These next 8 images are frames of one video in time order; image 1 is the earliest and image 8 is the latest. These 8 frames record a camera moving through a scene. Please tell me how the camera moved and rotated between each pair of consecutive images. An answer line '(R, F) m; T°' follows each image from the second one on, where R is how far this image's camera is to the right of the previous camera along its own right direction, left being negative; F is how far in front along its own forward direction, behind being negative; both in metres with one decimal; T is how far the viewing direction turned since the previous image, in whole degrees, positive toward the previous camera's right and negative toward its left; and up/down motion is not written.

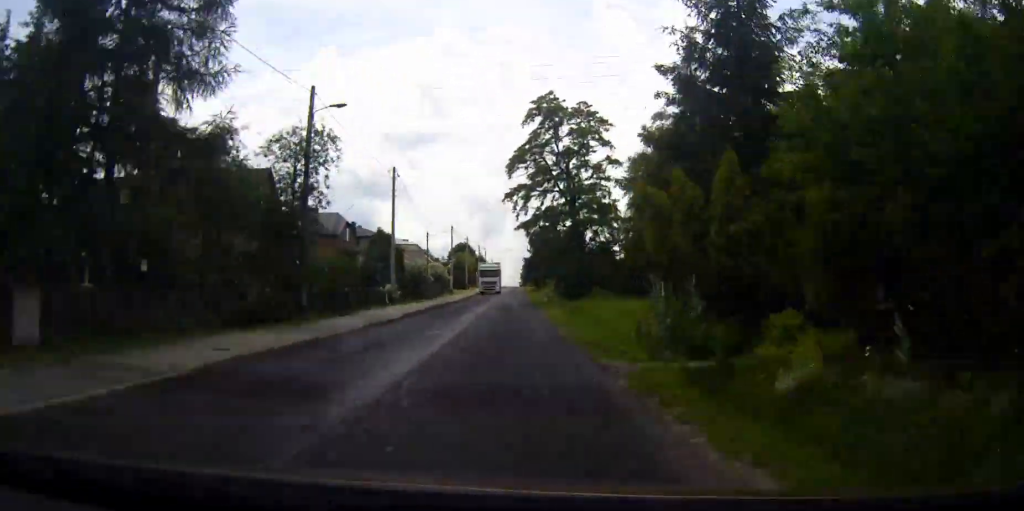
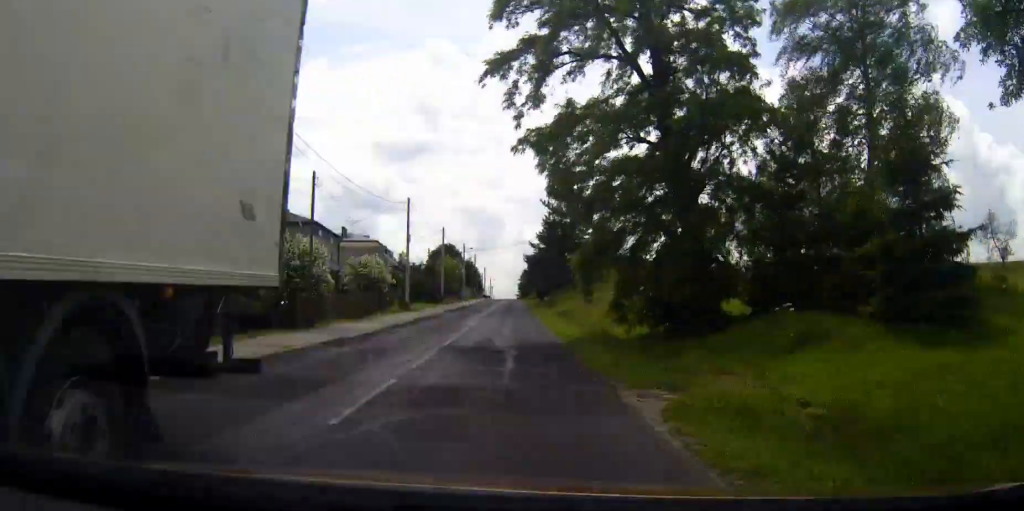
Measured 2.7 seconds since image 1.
(+0.1, +36.7) m; 0°
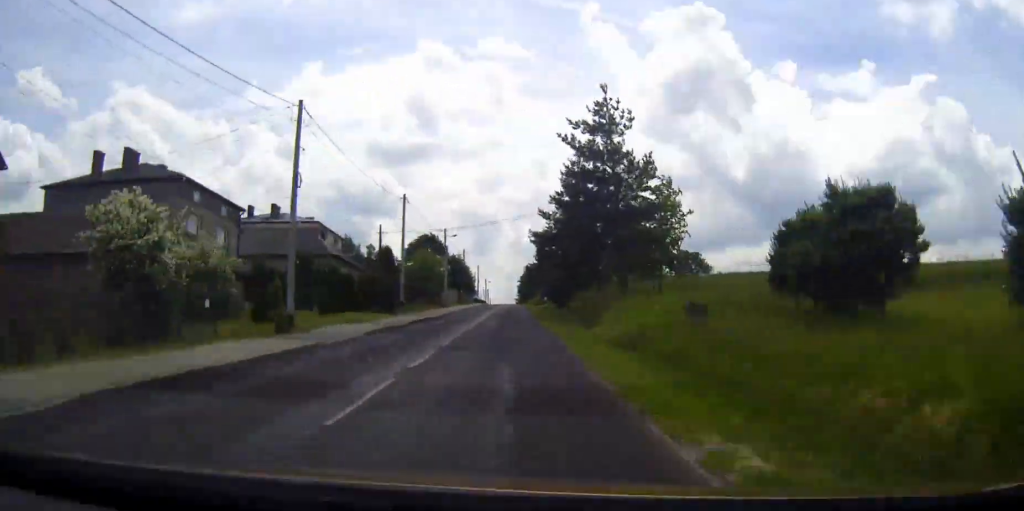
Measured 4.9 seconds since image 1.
(+0.1, +29.8) m; 0°
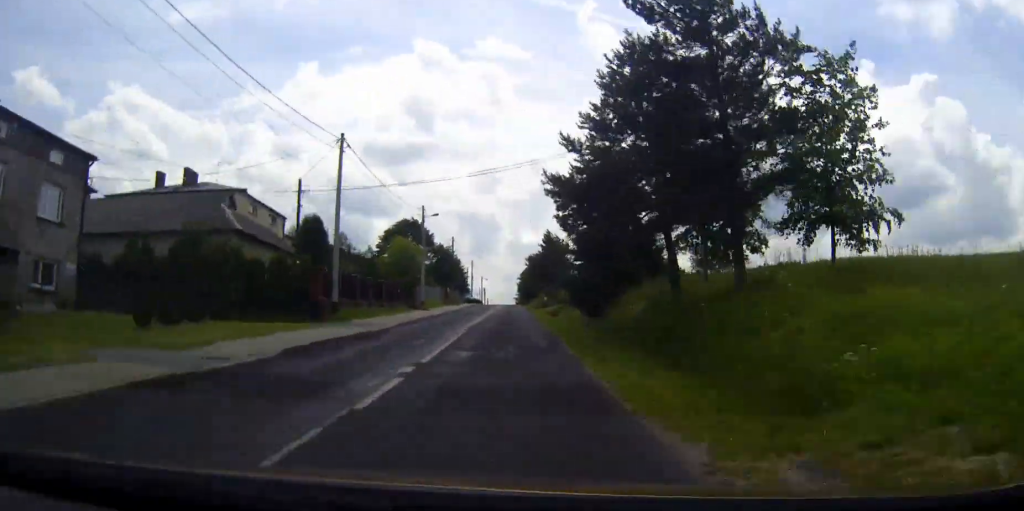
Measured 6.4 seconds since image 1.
(0.0, +20.3) m; 0°
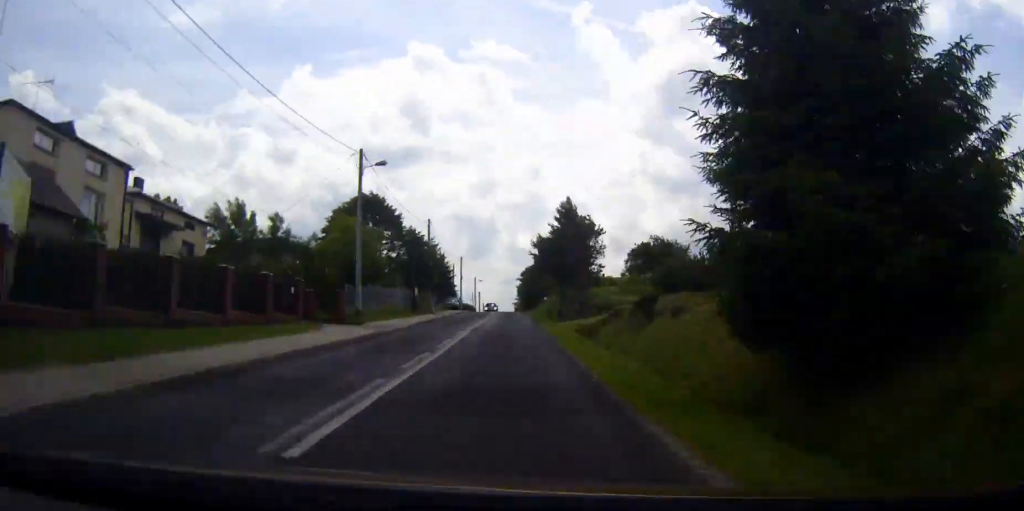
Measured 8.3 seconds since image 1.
(0.0, +25.9) m; 0°
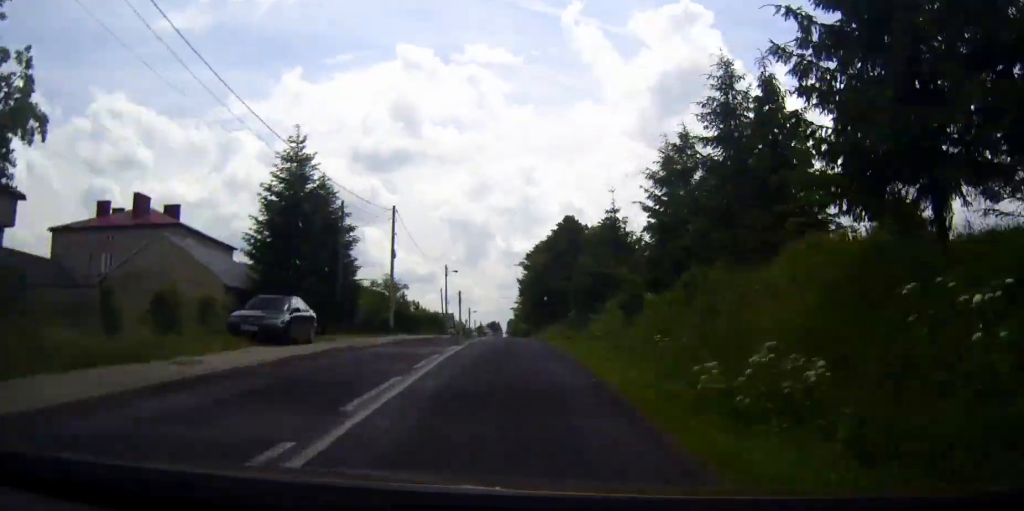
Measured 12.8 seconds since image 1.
(+0.1, +61.8) m; 0°
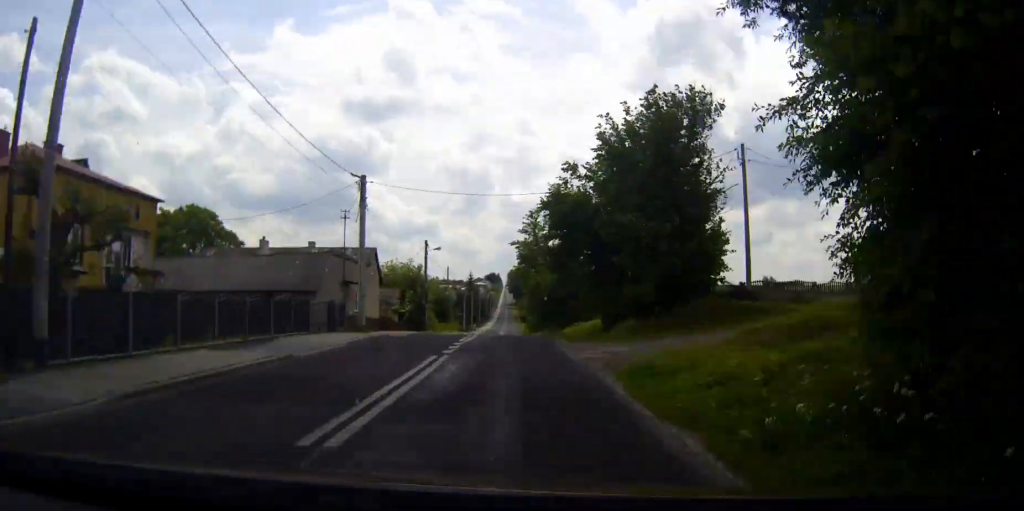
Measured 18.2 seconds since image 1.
(-0.1, +75.8) m; 0°
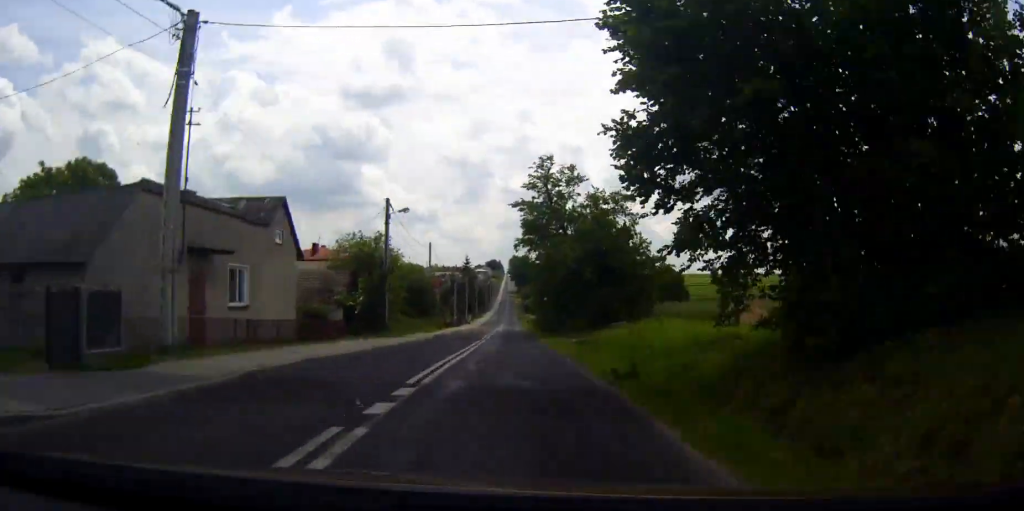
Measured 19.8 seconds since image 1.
(0.0, +22.7) m; 0°
